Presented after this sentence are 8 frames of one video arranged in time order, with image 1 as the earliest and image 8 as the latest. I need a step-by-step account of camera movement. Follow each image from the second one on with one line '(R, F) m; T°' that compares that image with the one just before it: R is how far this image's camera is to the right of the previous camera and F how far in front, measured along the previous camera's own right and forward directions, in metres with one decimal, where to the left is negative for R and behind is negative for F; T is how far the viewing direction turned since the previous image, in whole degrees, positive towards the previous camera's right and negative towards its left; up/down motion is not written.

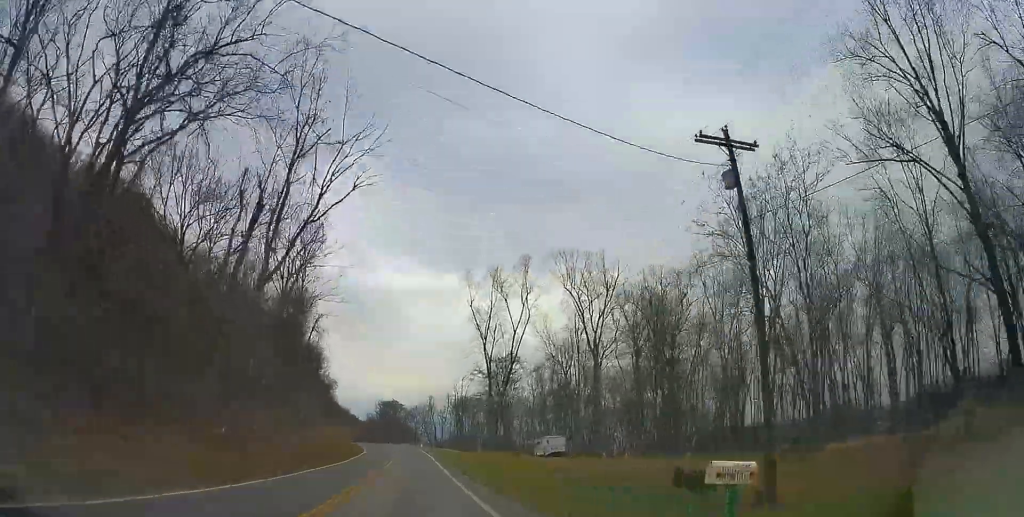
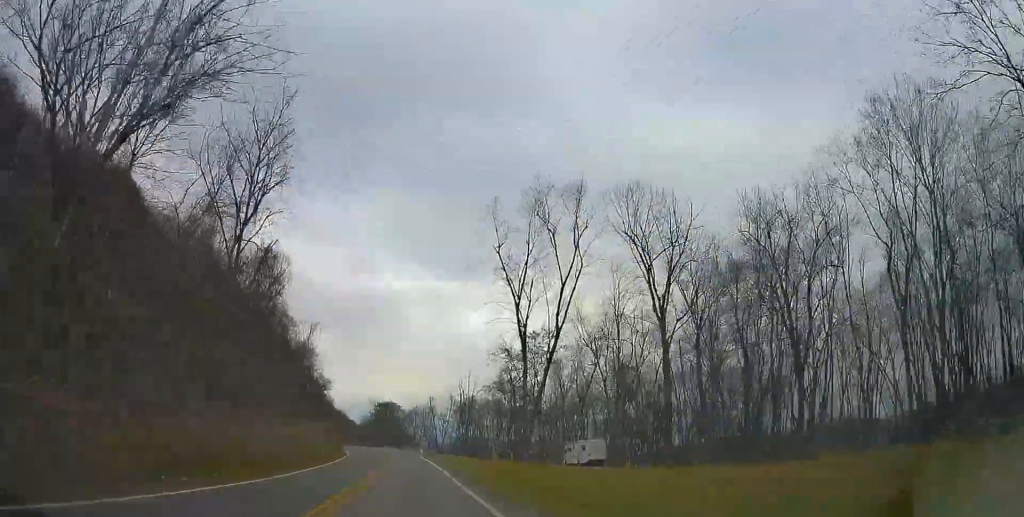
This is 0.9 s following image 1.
(0.0, +20.4) m; 0°
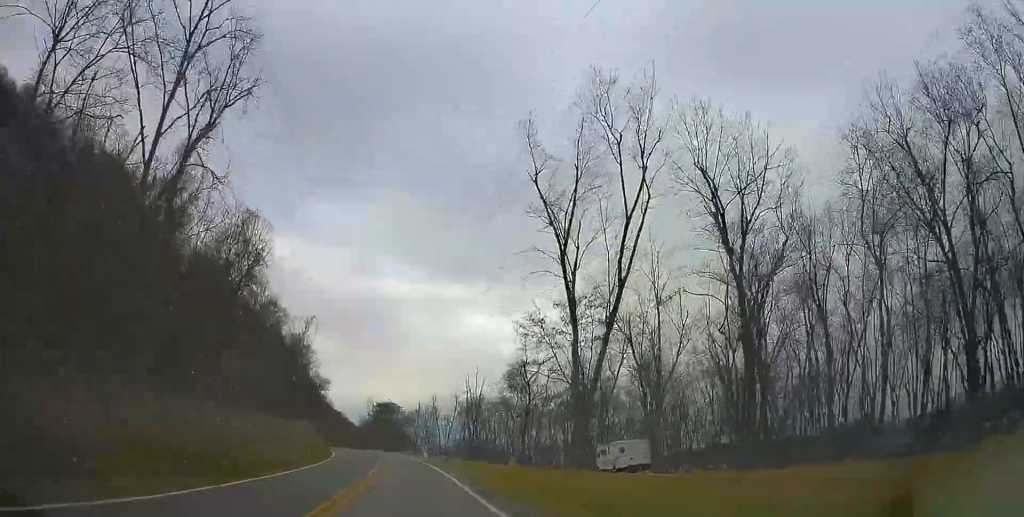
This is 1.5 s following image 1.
(0.0, +13.5) m; 0°
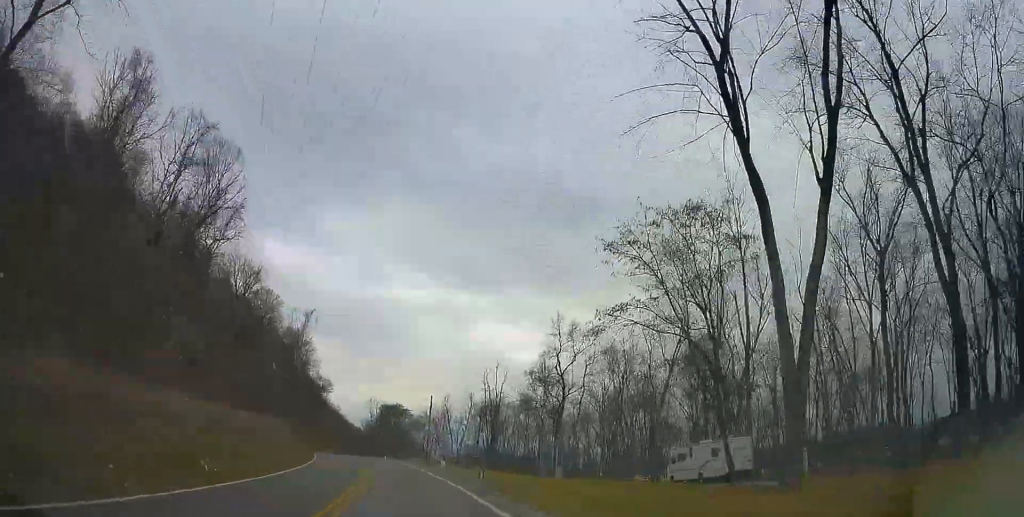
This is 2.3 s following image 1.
(0.0, +18.1) m; -1°
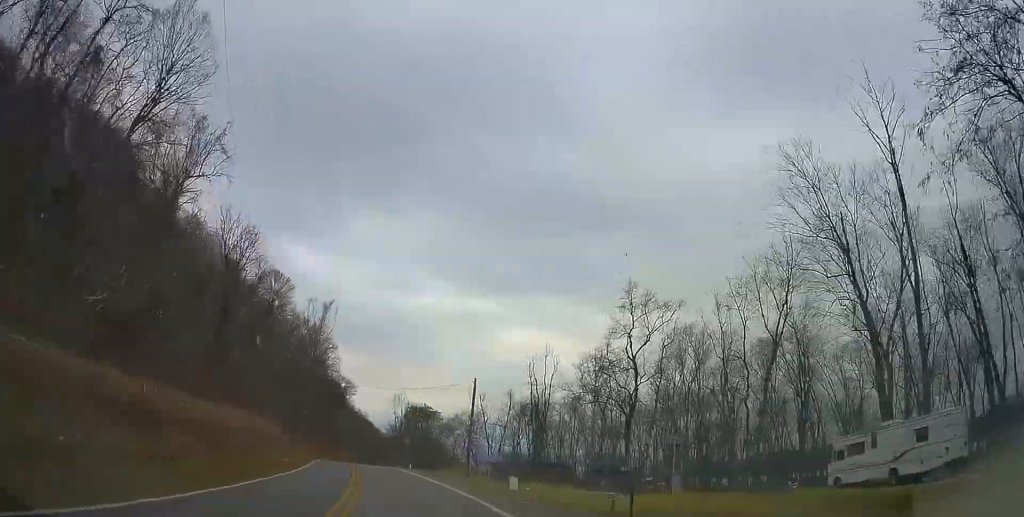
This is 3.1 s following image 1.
(-0.2, +18.8) m; -1°
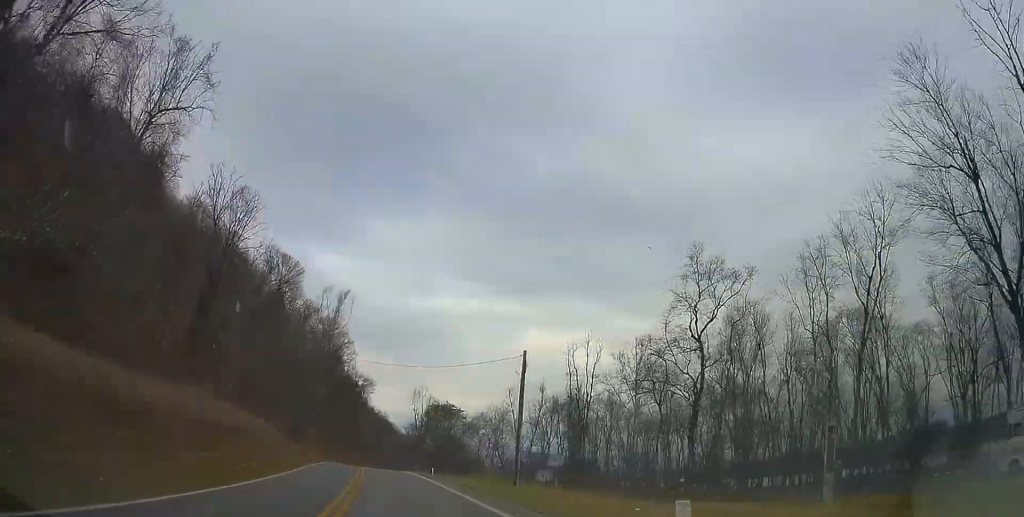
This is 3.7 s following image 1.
(-0.1, +12.0) m; -1°
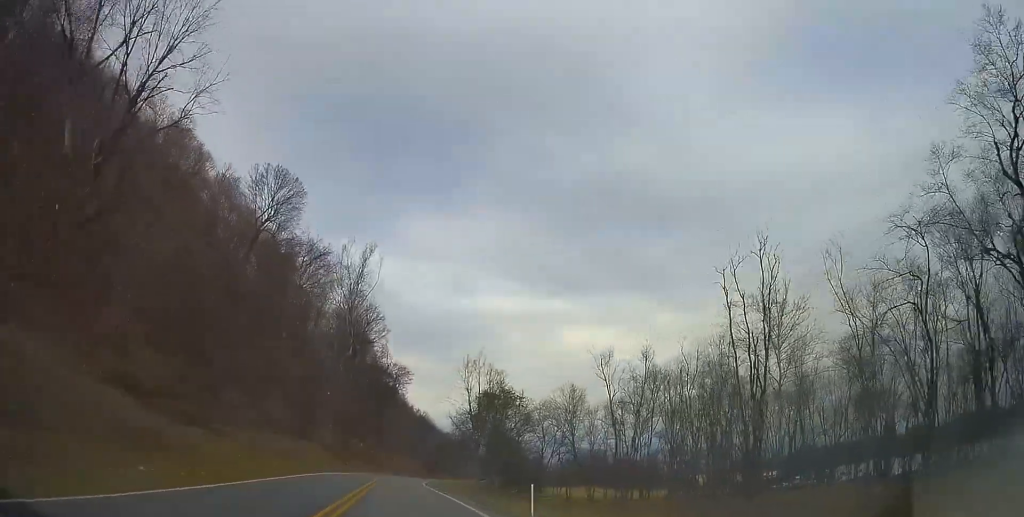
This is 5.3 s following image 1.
(-1.6, +36.0) m; -5°
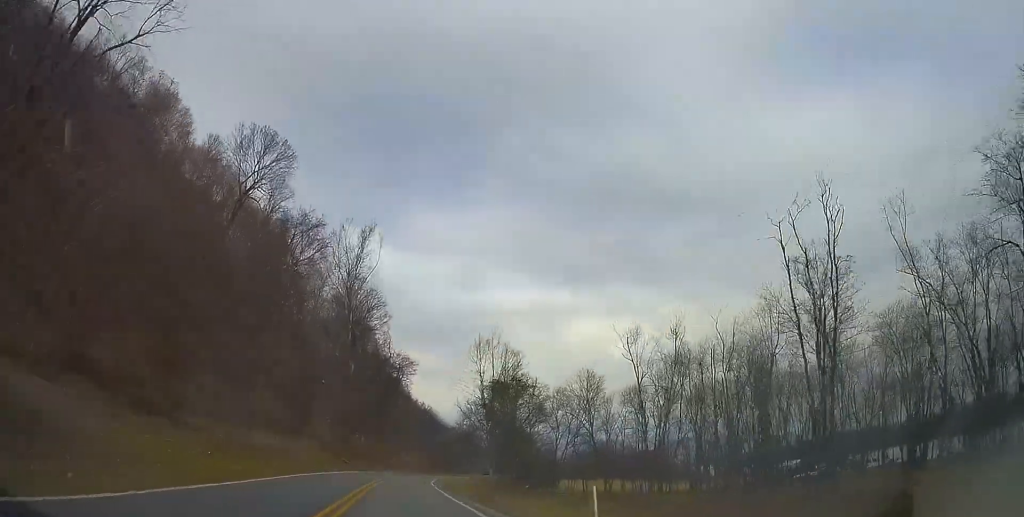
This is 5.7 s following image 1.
(-0.3, +9.0) m; -1°
